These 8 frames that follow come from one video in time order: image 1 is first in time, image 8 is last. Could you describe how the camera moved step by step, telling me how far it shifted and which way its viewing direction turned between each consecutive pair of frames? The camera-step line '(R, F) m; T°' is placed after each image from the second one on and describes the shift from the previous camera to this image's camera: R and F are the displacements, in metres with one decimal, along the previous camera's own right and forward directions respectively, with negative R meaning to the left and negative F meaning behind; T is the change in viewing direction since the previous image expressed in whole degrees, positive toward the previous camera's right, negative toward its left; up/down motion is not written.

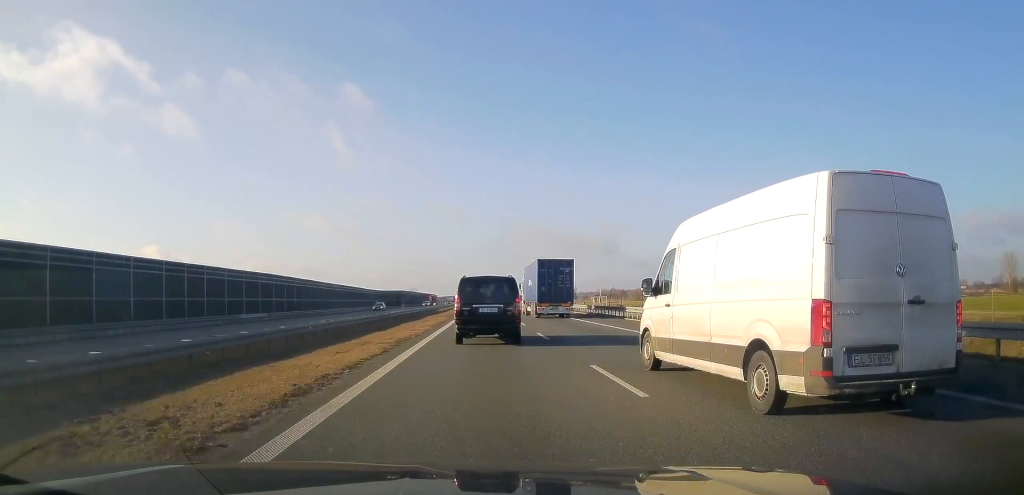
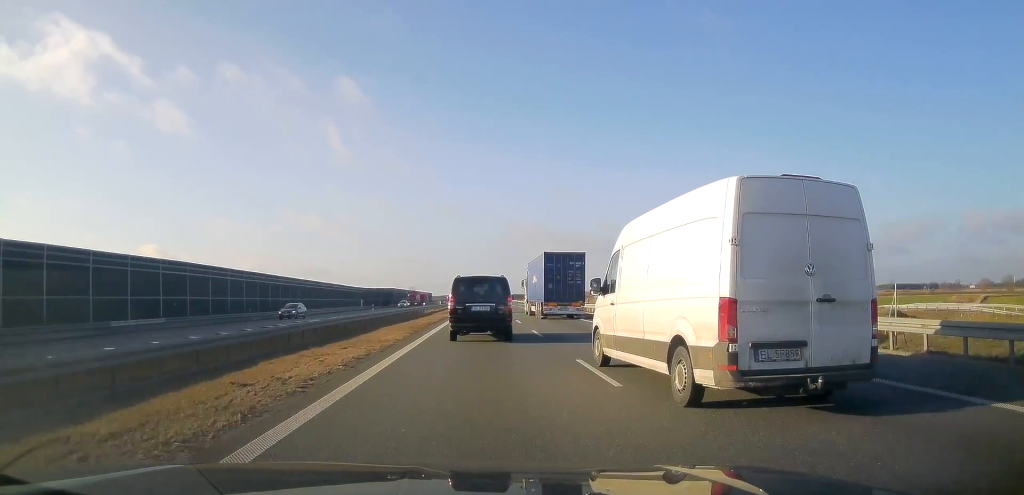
(-0.2, +22.5) m; 0°
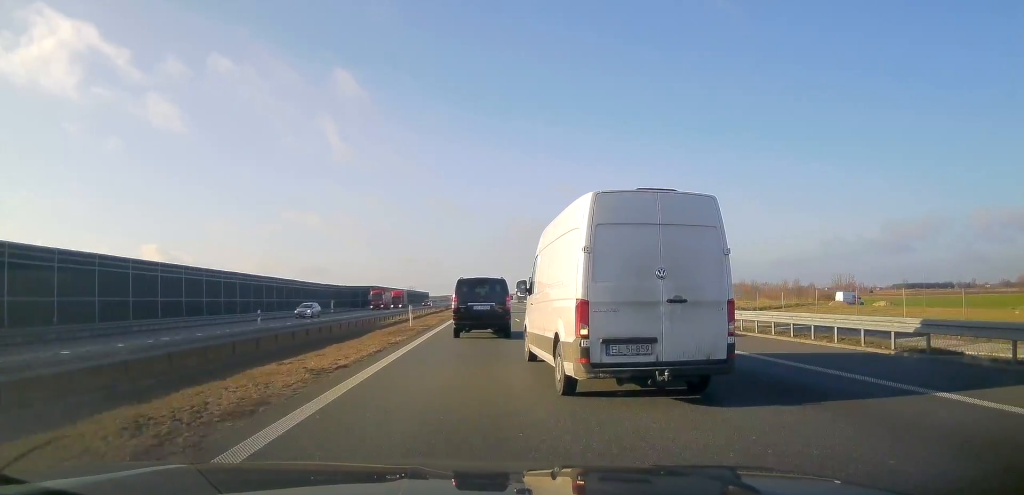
(0.0, +34.0) m; 0°
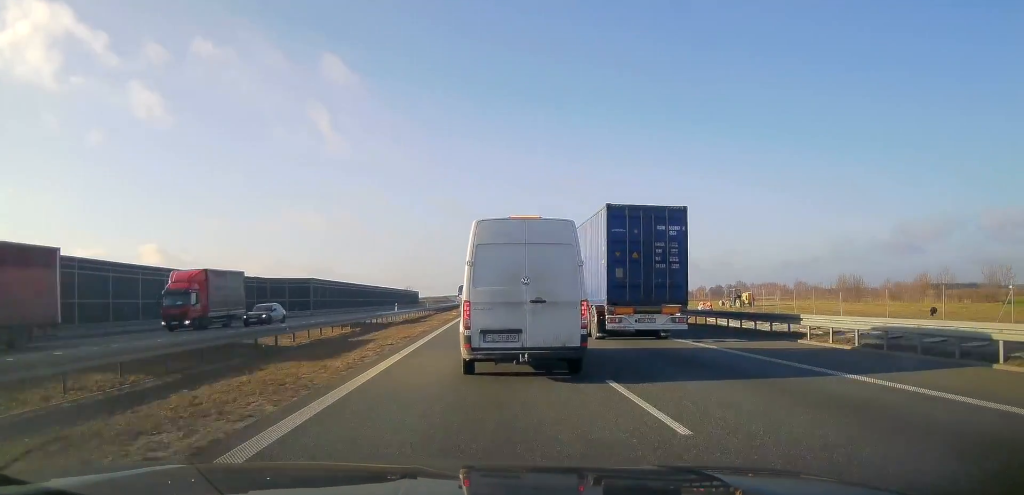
(+0.1, +53.6) m; 0°
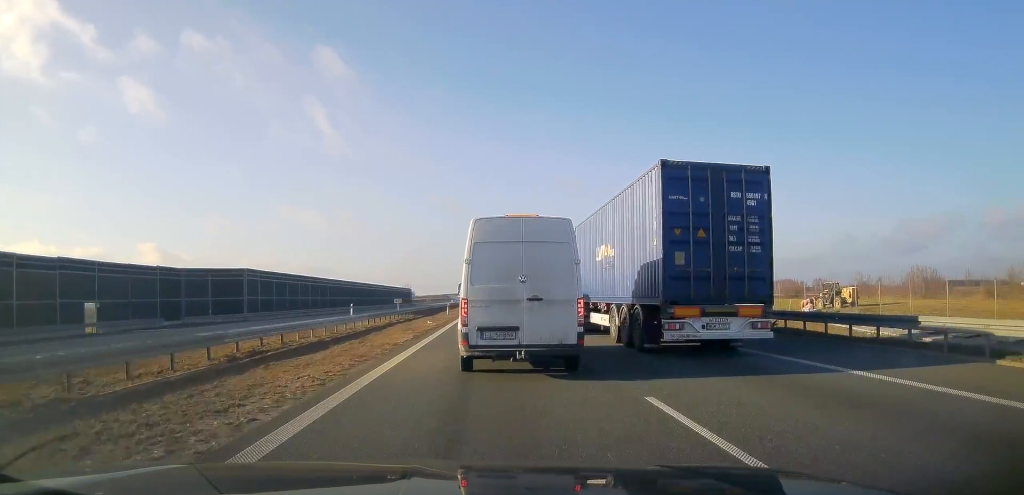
(-0.2, +26.0) m; 0°
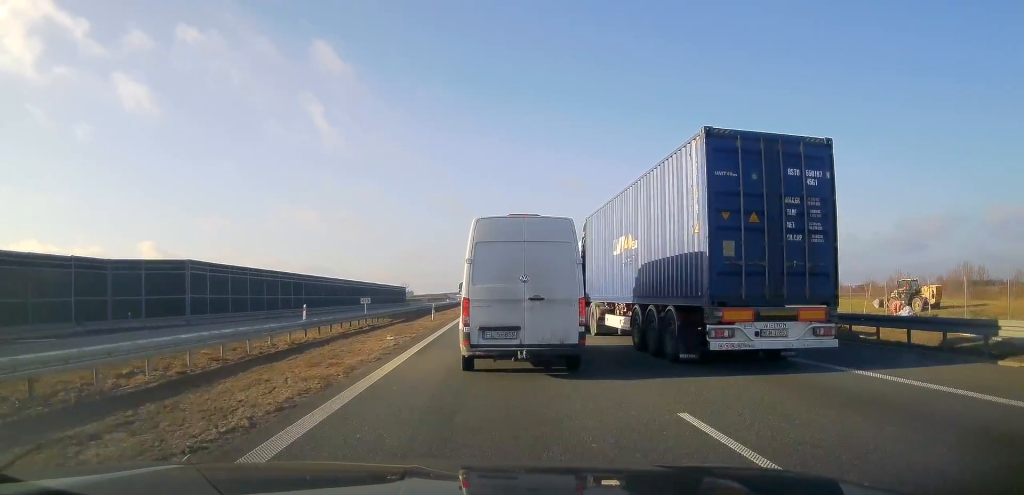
(+0.2, +13.7) m; 0°
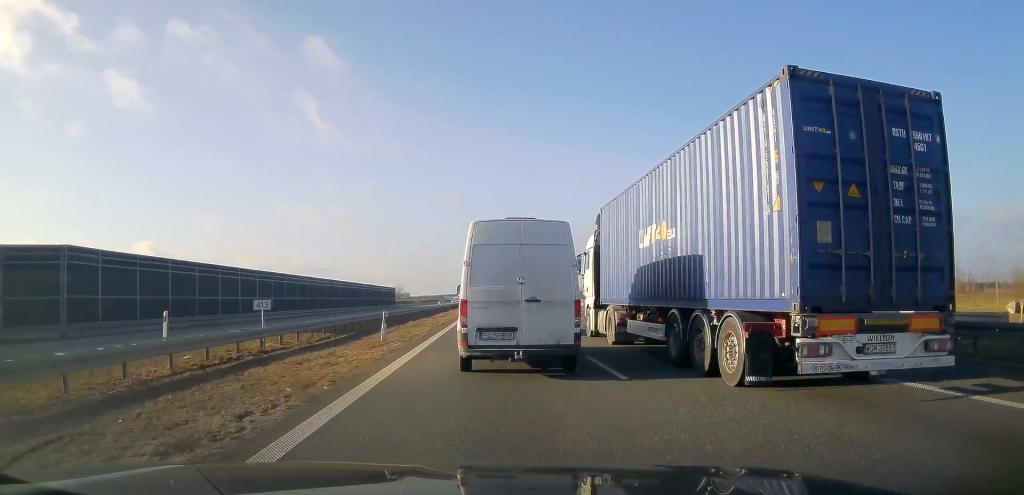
(+0.1, +17.2) m; 0°
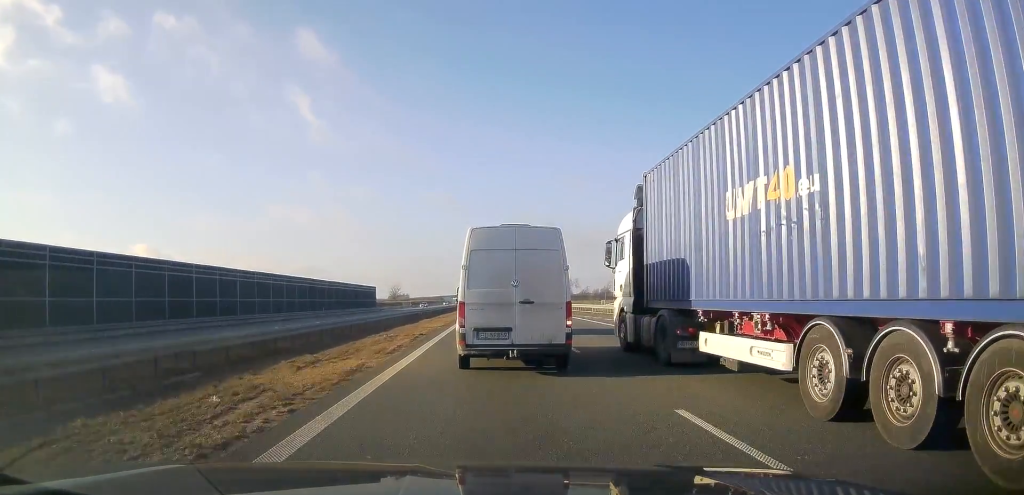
(-0.3, +30.4) m; 0°
